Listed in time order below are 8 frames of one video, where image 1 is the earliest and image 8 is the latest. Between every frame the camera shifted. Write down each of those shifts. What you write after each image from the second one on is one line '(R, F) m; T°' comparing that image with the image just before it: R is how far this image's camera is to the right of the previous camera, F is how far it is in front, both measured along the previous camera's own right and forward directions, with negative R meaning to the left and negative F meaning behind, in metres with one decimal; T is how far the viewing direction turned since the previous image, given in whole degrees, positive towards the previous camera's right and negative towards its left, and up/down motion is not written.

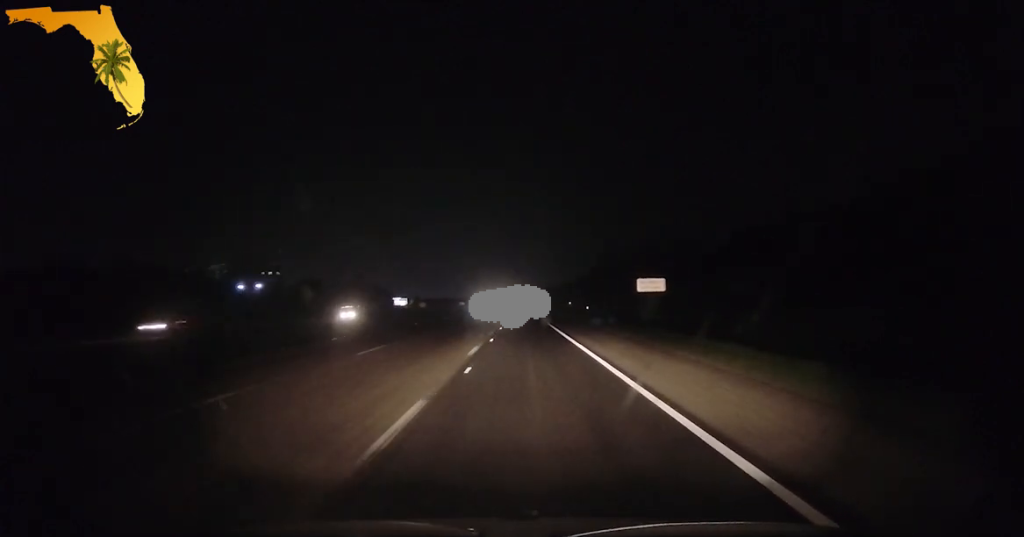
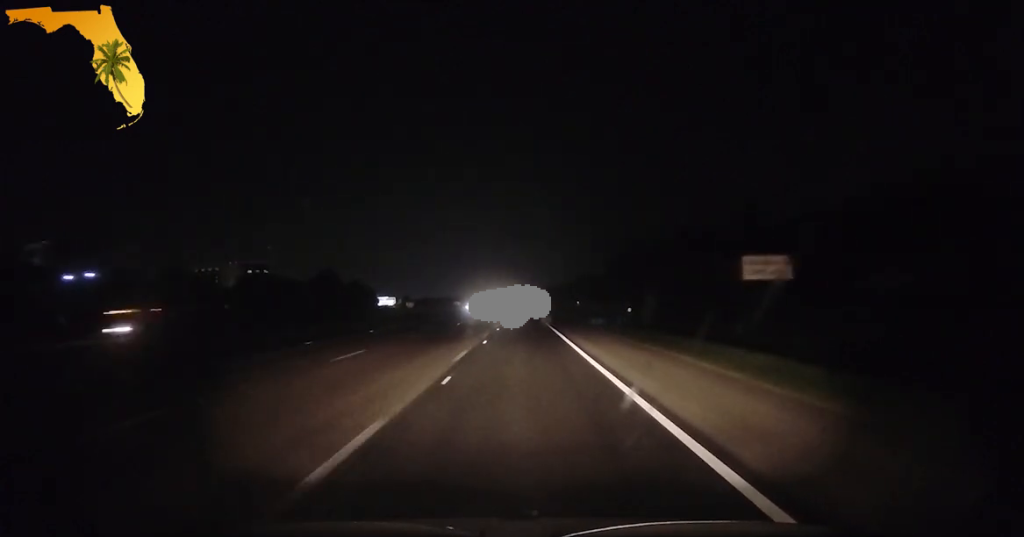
(0.0, +38.6) m; 0°
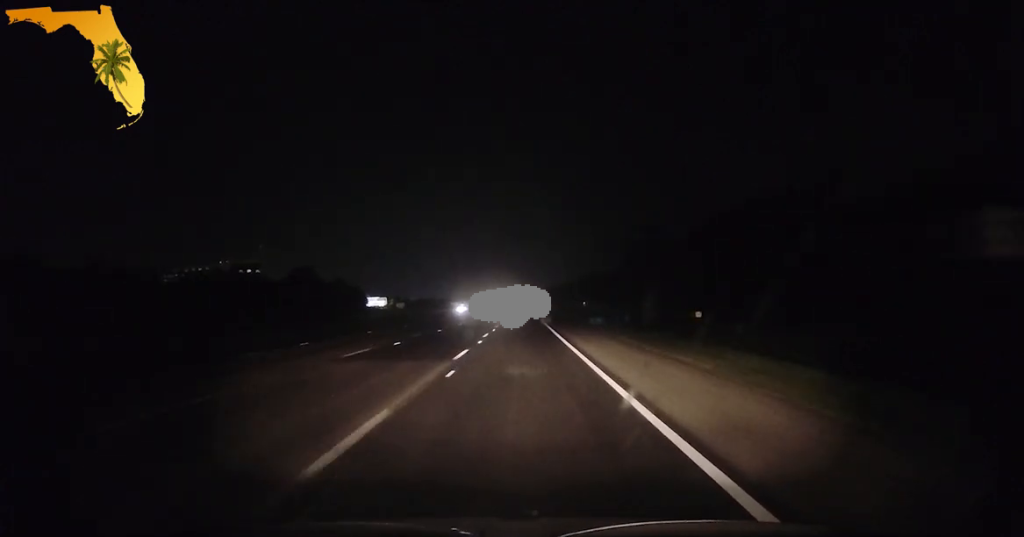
(0.0, +23.5) m; 0°
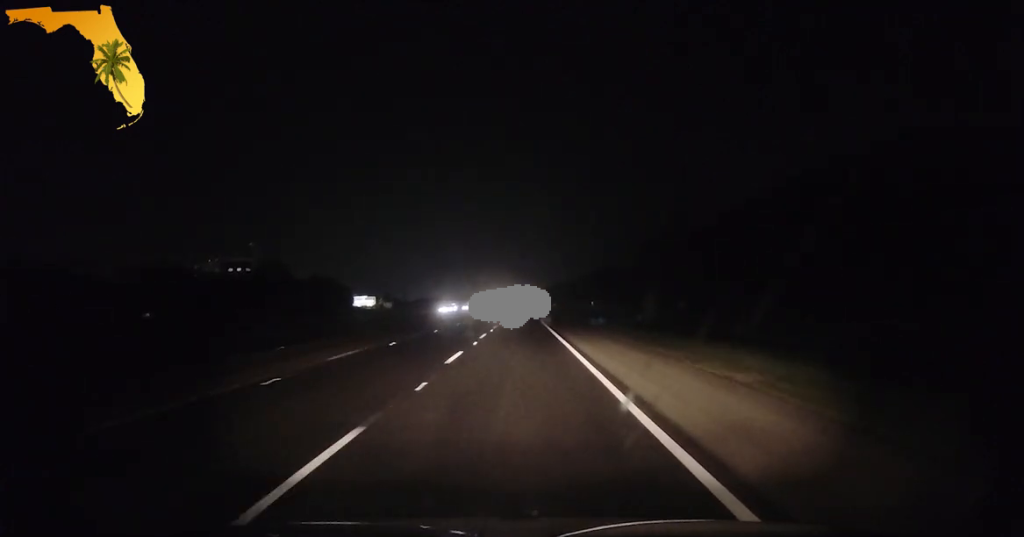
(-0.1, +25.7) m; 0°
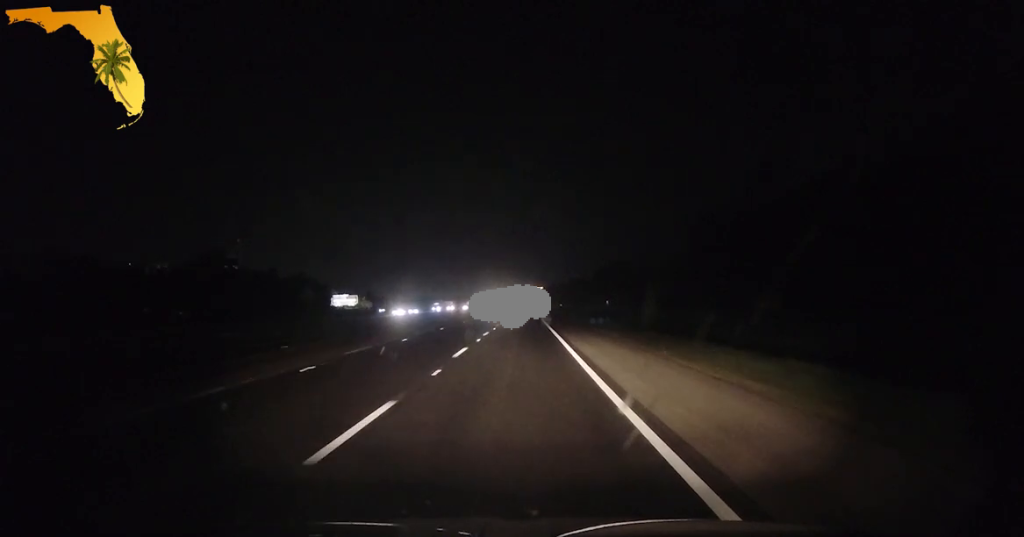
(-0.2, +34.4) m; 0°
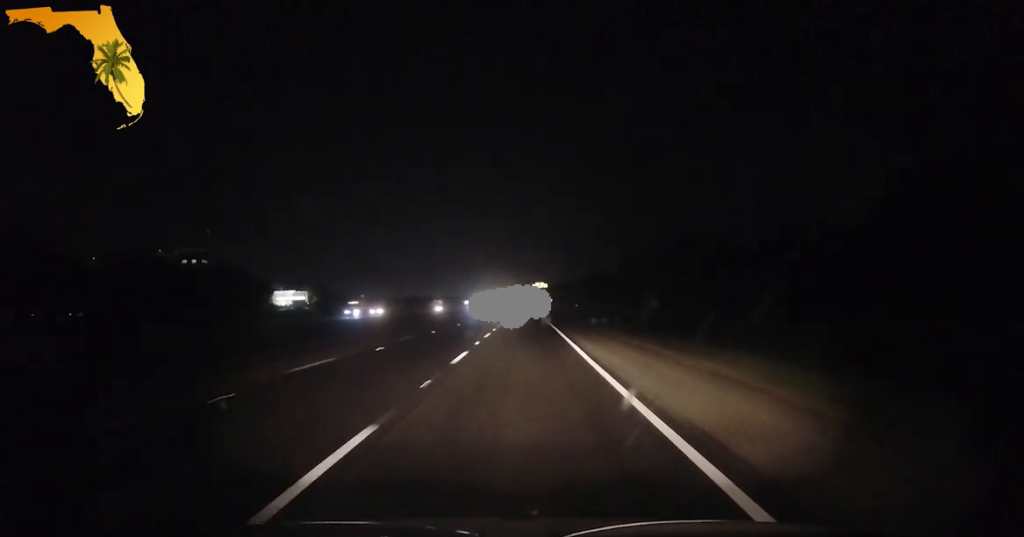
(-0.2, +62.8) m; 0°
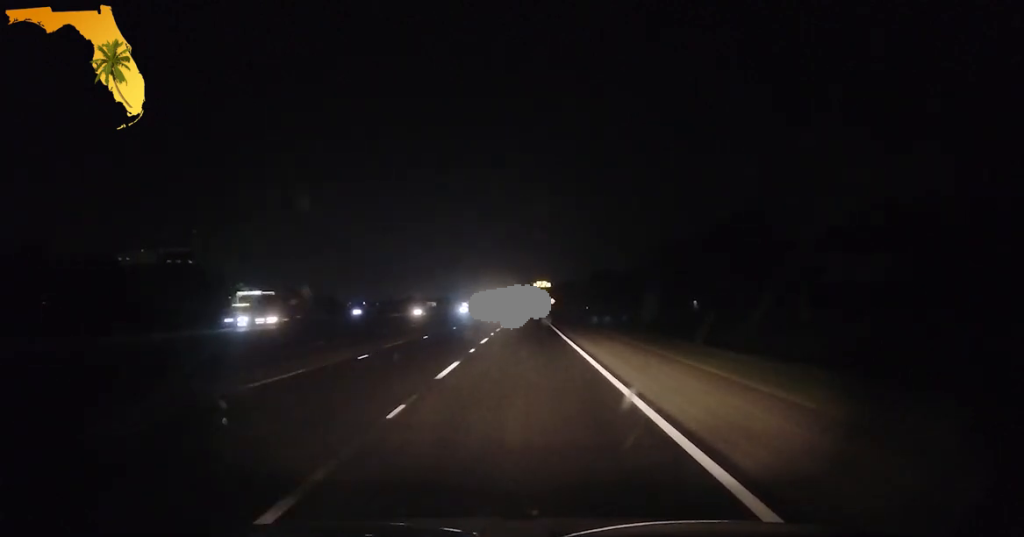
(+0.1, +27.2) m; 0°
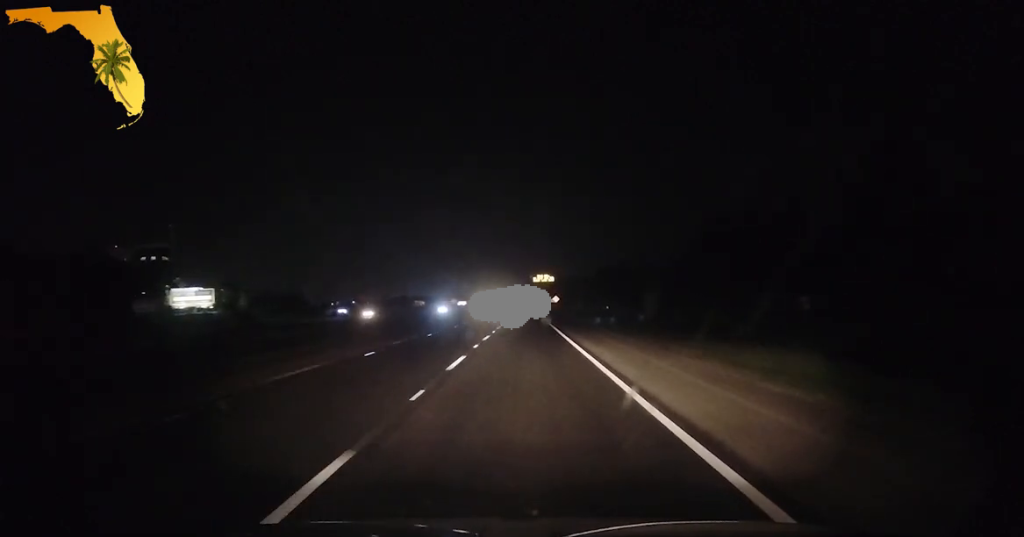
(+0.1, +34.9) m; 0°
